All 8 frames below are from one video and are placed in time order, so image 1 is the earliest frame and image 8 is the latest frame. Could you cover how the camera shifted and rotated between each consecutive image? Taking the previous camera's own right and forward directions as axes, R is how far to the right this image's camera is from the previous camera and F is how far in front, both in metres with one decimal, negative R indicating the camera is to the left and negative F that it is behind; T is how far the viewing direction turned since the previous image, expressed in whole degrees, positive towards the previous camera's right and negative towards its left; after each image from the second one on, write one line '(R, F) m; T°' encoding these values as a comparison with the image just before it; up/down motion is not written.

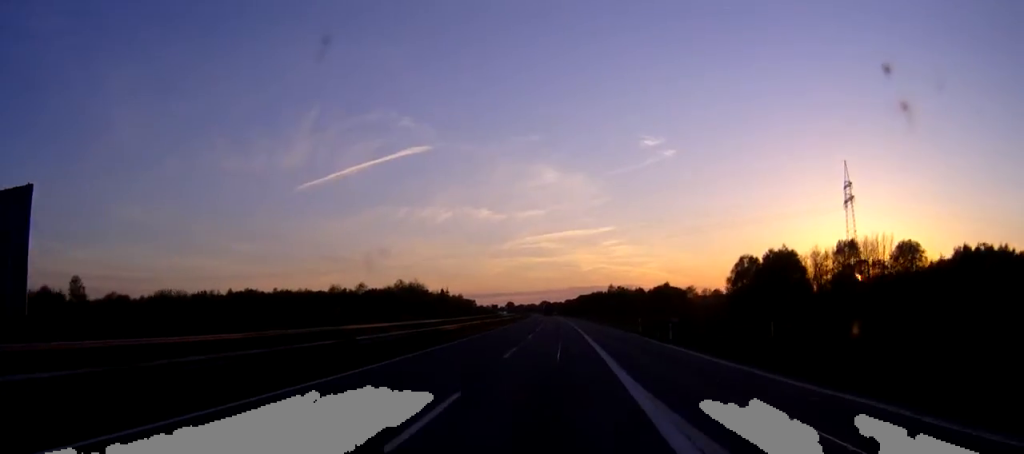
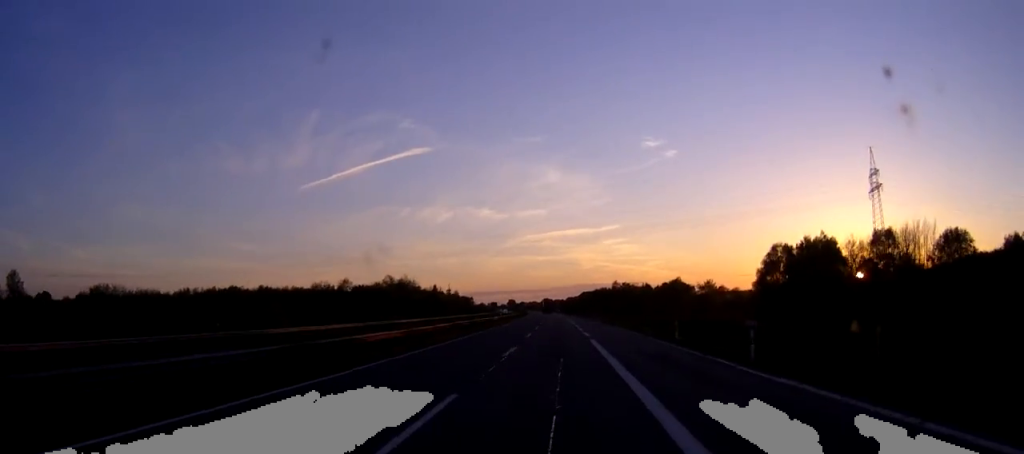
(0.0, +18.4) m; 0°
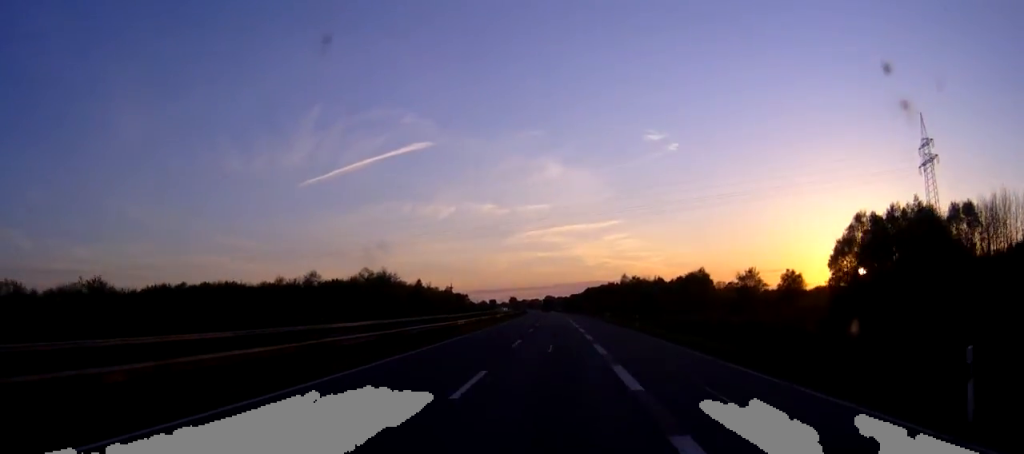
(0.0, +30.0) m; 0°
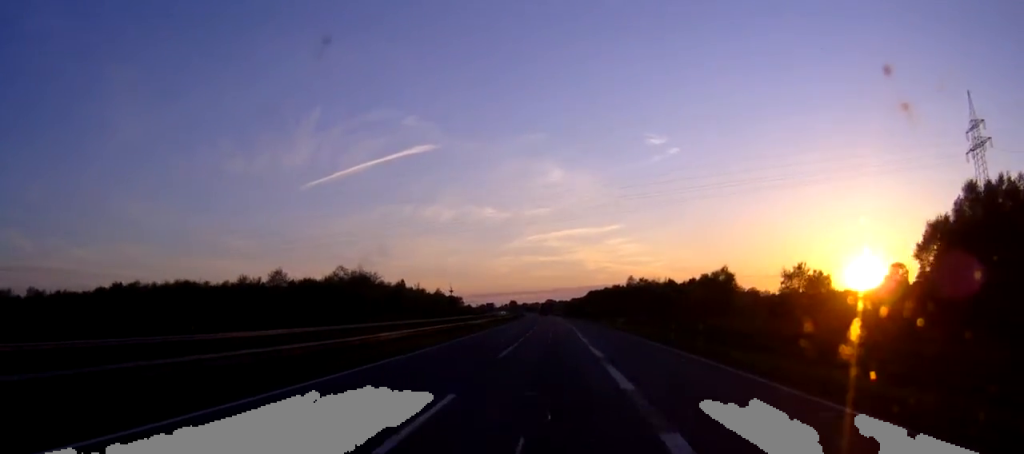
(0.0, +23.3) m; 0°
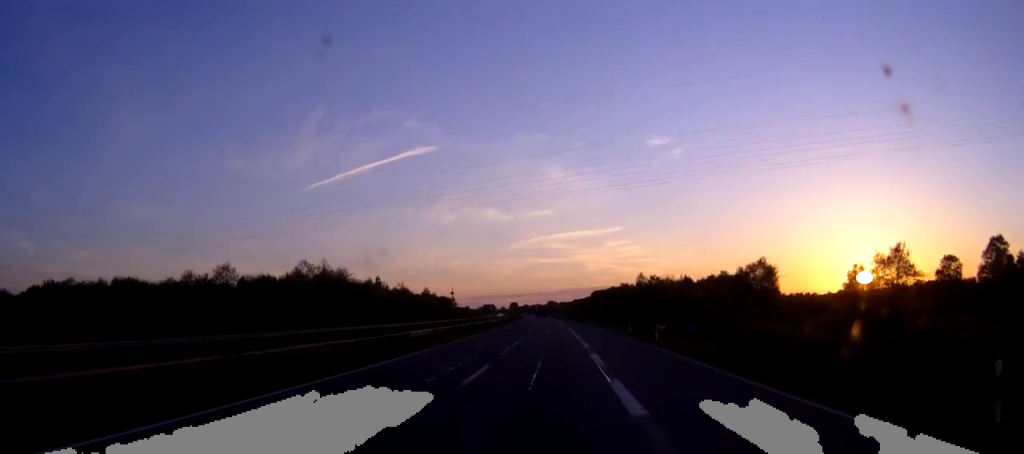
(0.0, +27.2) m; 0°
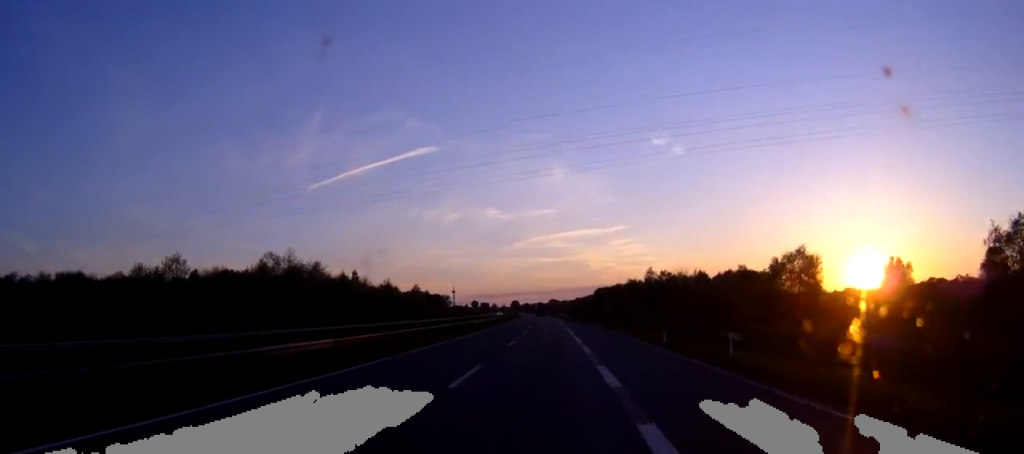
(-0.1, +19.5) m; 0°
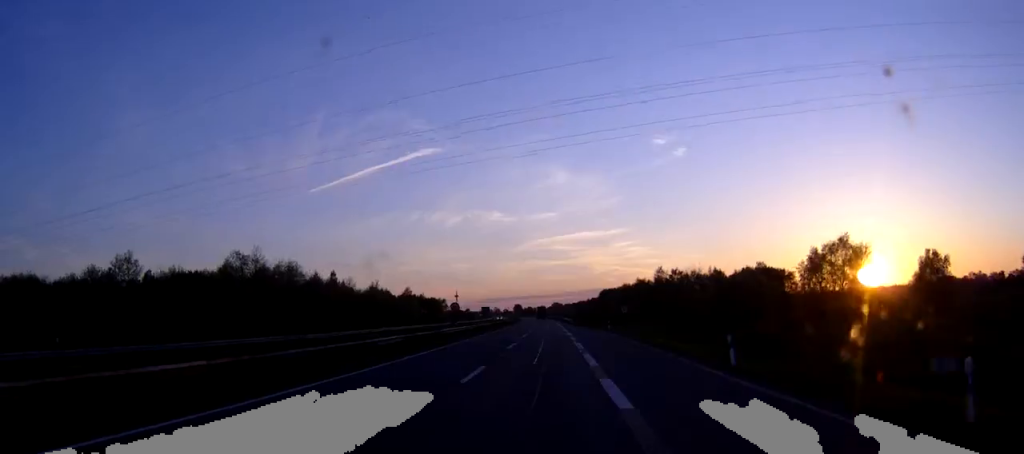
(0.0, +15.5) m; 0°
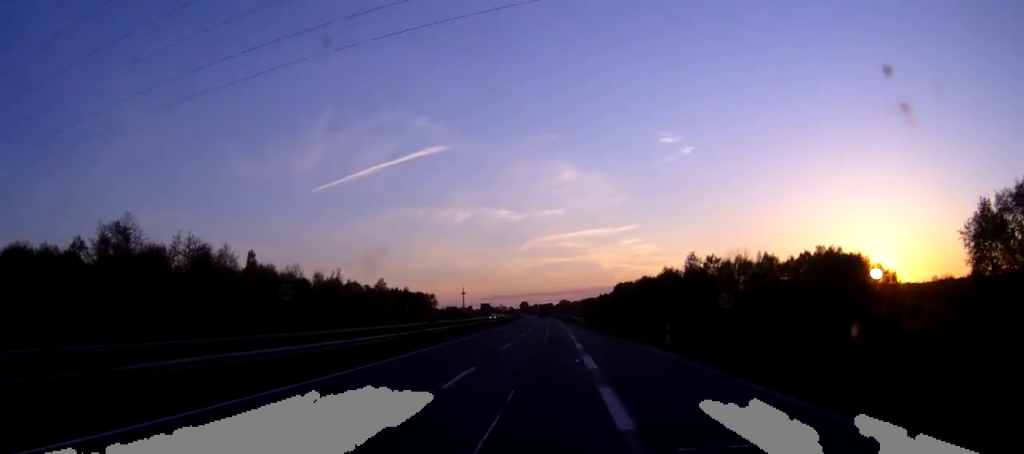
(-0.2, +37.8) m; -1°
